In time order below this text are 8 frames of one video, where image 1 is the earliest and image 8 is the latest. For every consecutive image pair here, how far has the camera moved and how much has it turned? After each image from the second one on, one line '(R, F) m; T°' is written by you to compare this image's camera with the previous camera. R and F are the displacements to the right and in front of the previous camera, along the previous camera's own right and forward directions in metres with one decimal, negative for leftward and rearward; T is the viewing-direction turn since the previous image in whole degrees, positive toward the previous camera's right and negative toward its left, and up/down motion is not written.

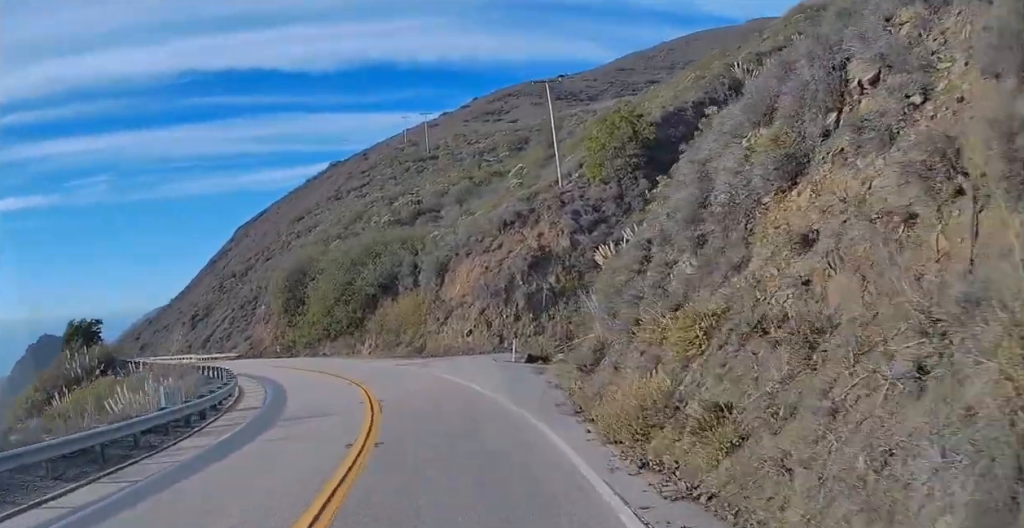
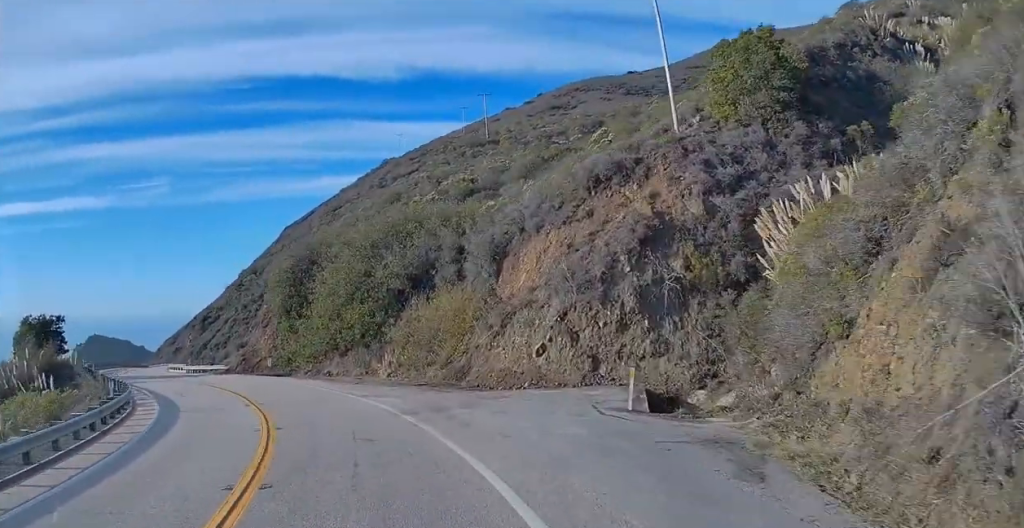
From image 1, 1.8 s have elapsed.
(0.0, +17.7) m; 0°
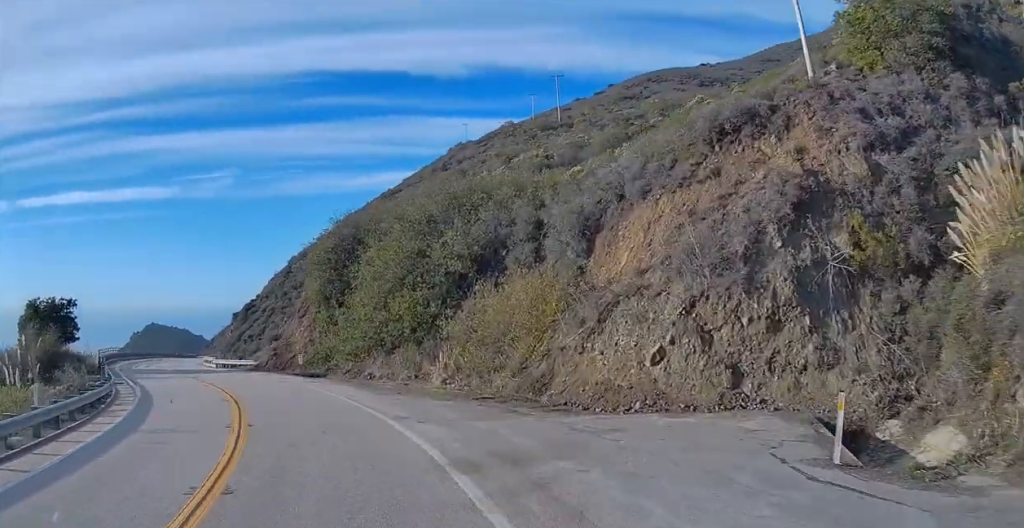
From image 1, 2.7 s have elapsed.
(-0.1, +8.4) m; -3°
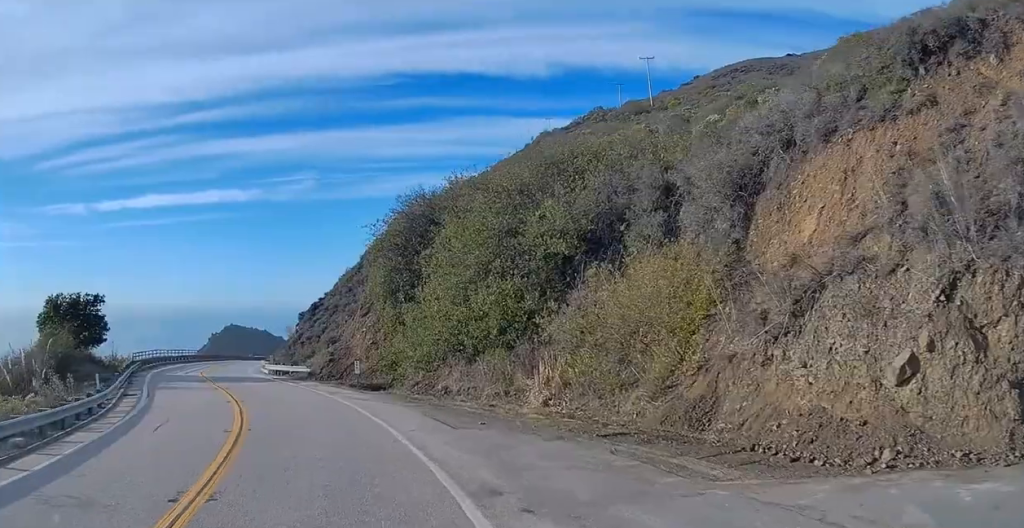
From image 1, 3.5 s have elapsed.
(-0.1, +8.6) m; -3°
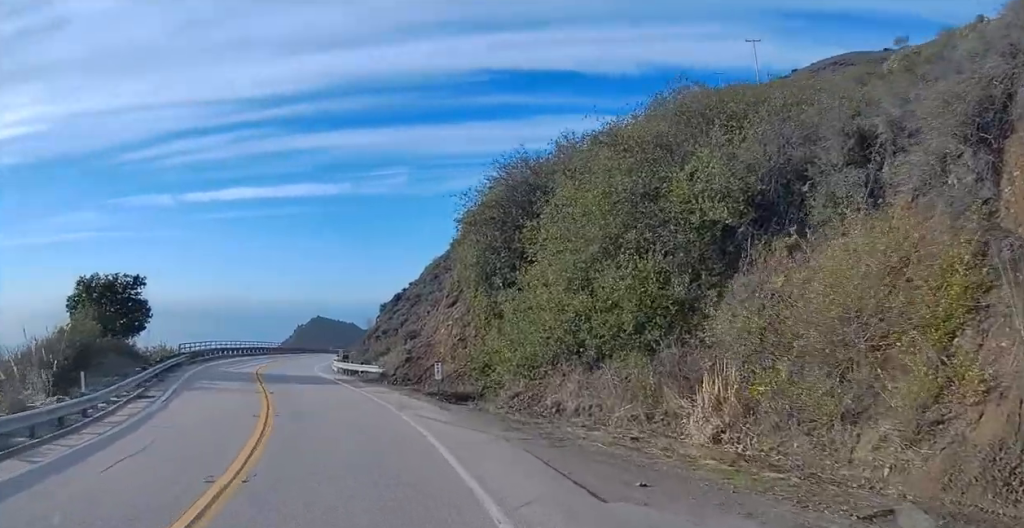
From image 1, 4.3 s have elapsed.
(-0.5, +7.8) m; -3°
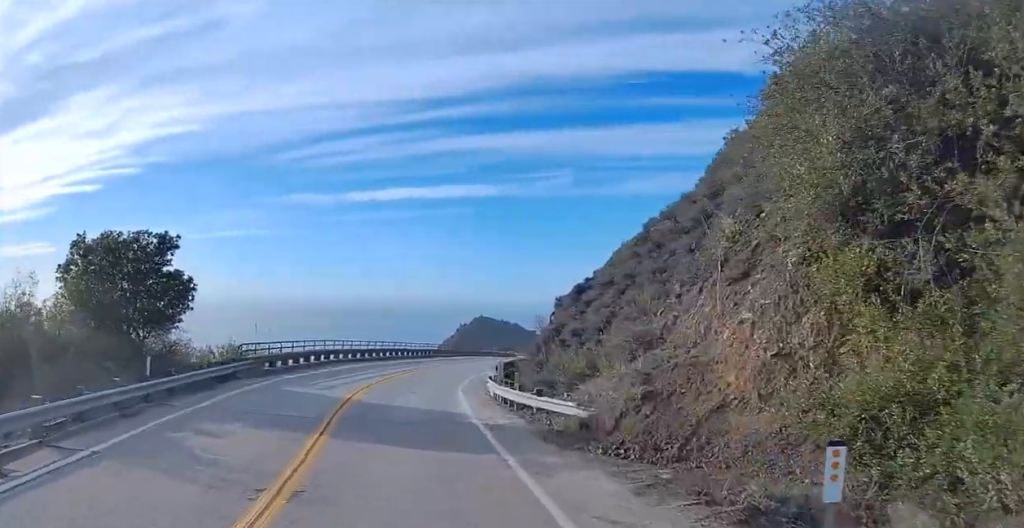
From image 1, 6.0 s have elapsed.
(-0.3, +18.1) m; -1°
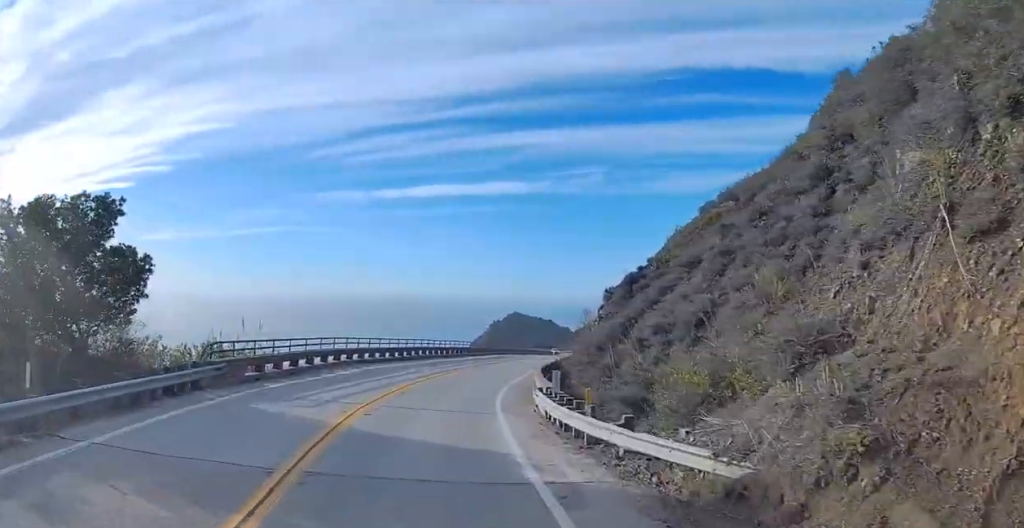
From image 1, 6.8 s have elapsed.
(0.0, +7.6) m; 0°
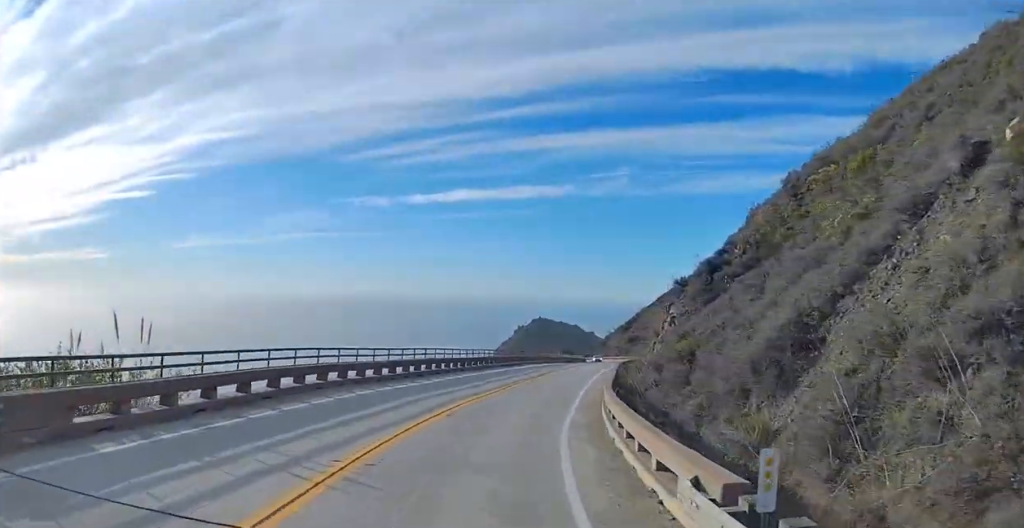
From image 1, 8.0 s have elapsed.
(0.0, +12.7) m; -1°
